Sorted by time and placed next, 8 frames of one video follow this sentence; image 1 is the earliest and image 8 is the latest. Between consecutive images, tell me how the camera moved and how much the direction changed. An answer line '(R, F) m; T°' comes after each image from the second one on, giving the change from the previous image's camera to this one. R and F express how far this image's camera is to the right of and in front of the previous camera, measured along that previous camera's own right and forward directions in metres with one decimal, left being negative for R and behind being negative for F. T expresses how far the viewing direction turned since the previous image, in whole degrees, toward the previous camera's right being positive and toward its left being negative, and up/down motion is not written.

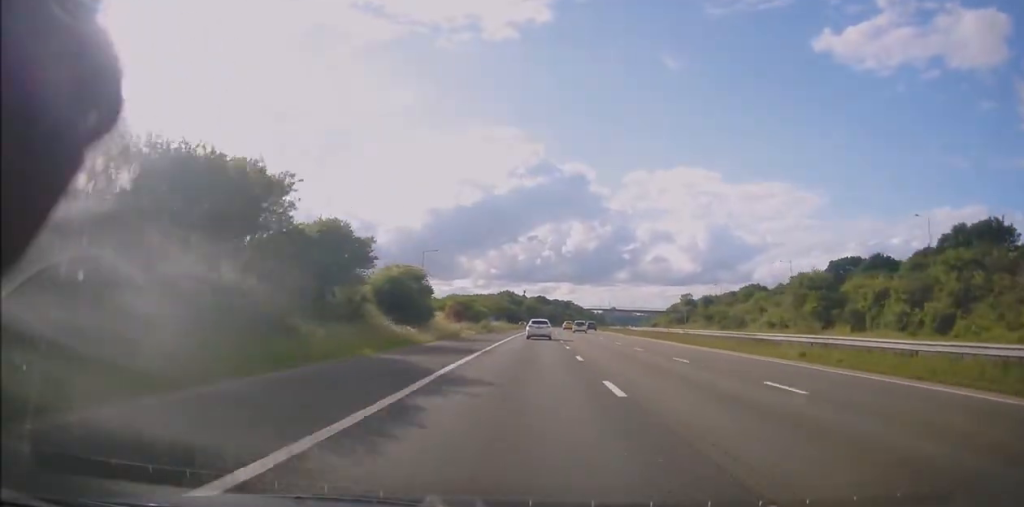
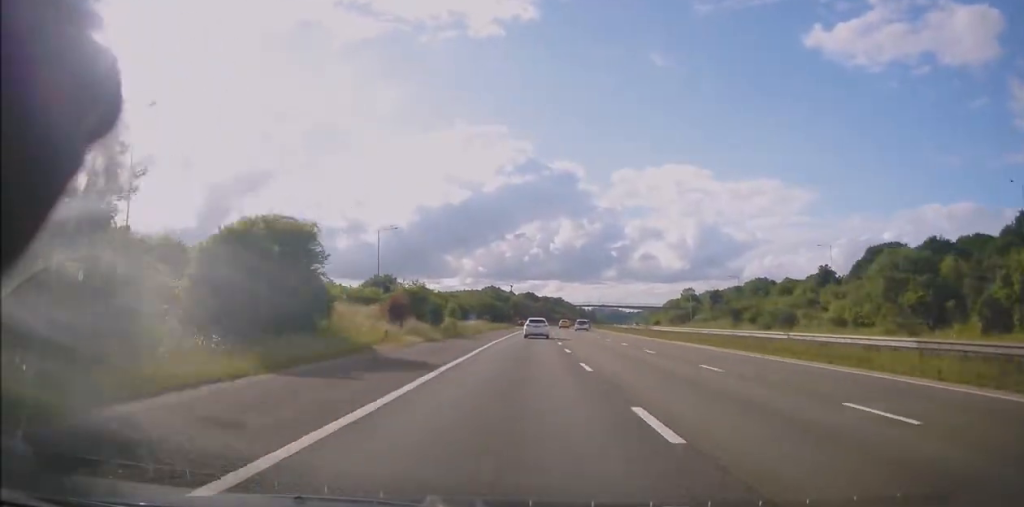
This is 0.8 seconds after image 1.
(+0.5, +22.3) m; +2°
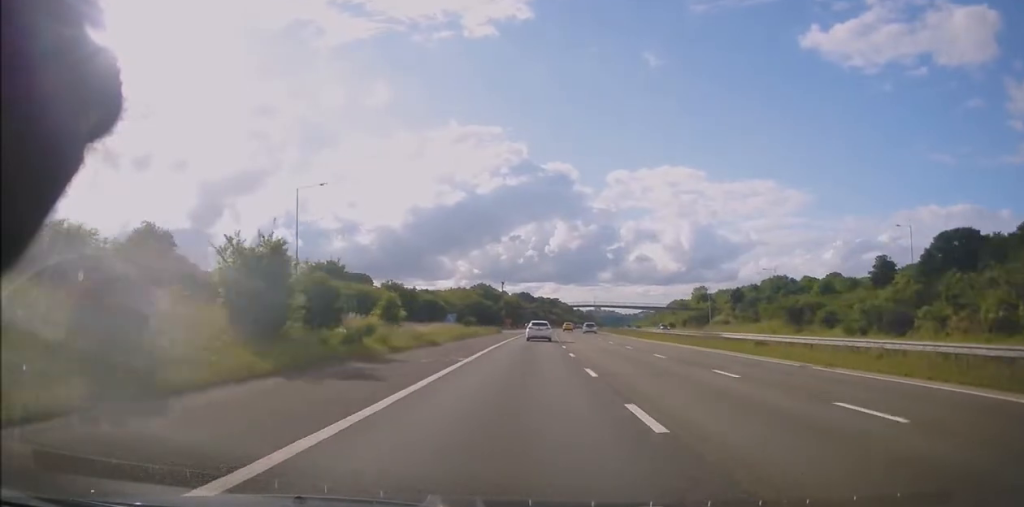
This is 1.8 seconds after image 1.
(+0.3, +25.9) m; +1°
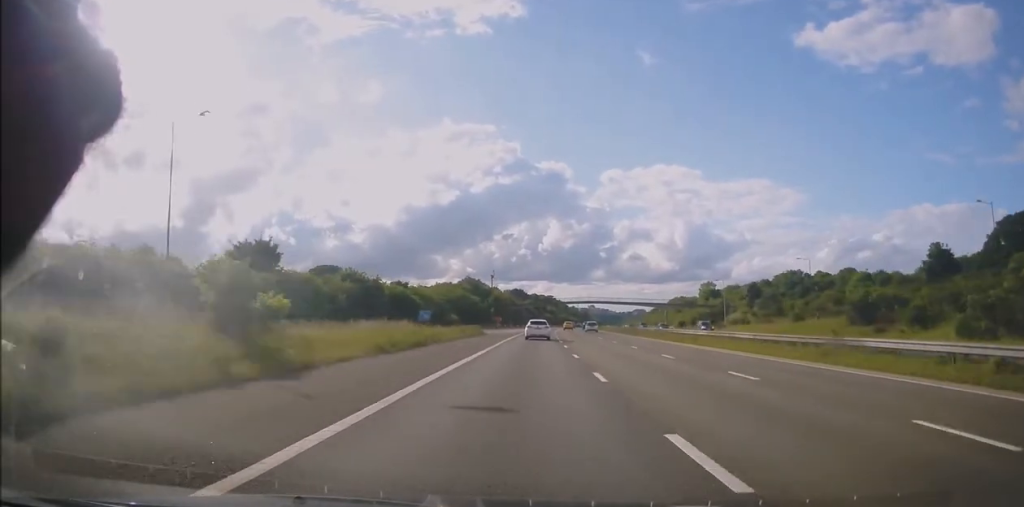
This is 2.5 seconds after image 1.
(0.0, +18.7) m; +1°
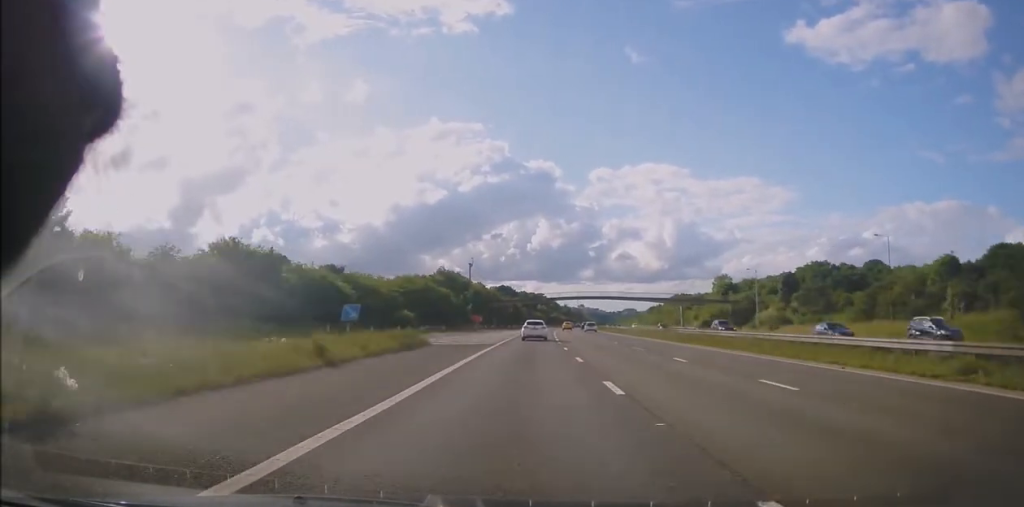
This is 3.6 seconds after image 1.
(+0.3, +28.7) m; +1°
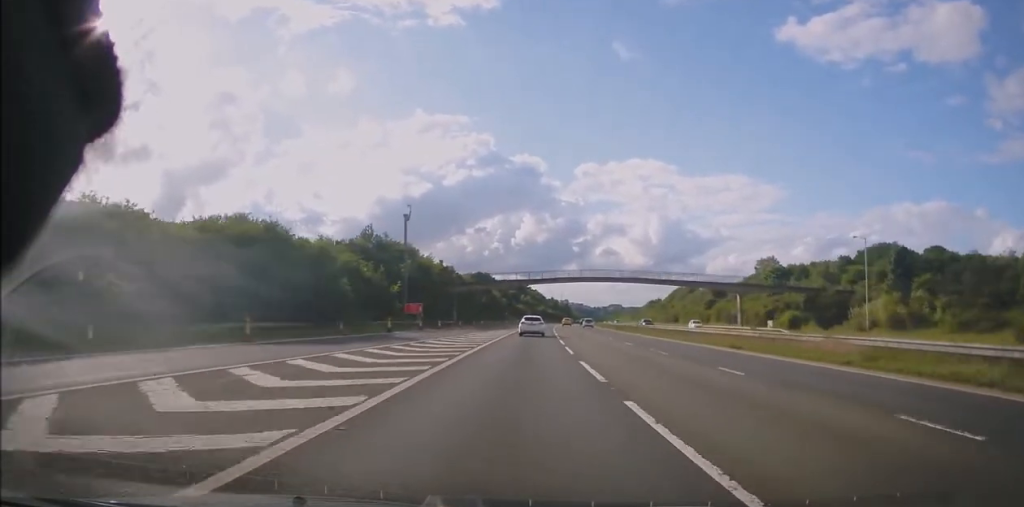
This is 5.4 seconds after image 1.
(+0.9, +48.1) m; +2°
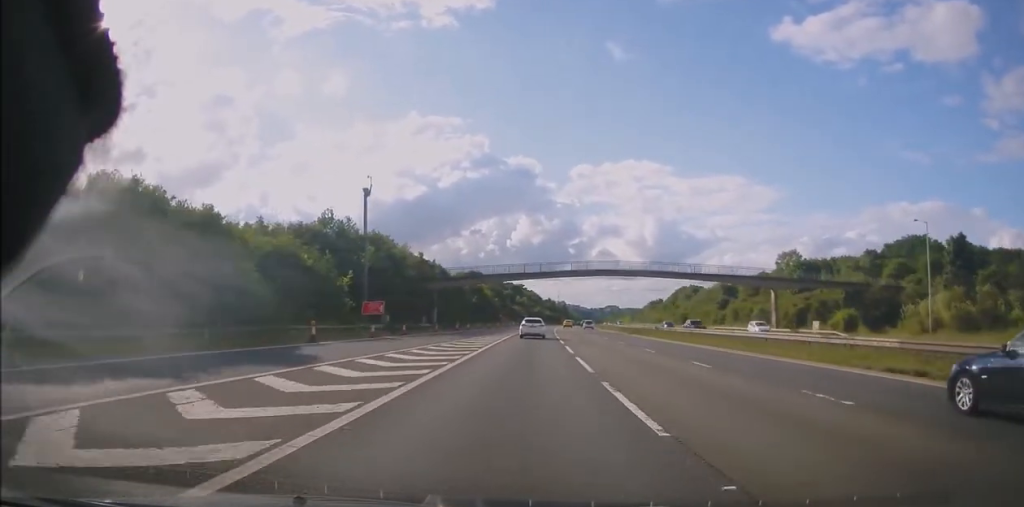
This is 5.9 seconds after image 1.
(+0.1, +14.8) m; 0°
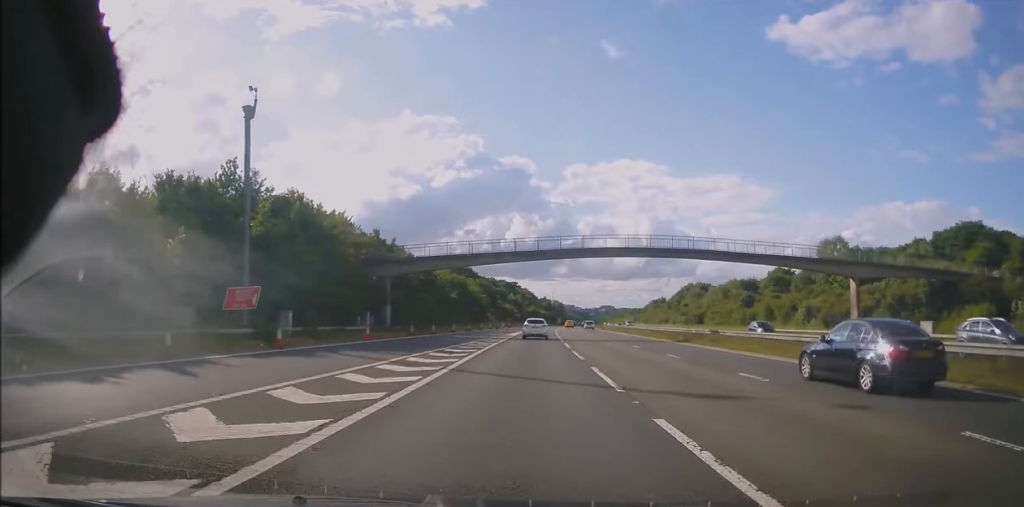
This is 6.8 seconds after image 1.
(-0.2, +21.8) m; 0°
